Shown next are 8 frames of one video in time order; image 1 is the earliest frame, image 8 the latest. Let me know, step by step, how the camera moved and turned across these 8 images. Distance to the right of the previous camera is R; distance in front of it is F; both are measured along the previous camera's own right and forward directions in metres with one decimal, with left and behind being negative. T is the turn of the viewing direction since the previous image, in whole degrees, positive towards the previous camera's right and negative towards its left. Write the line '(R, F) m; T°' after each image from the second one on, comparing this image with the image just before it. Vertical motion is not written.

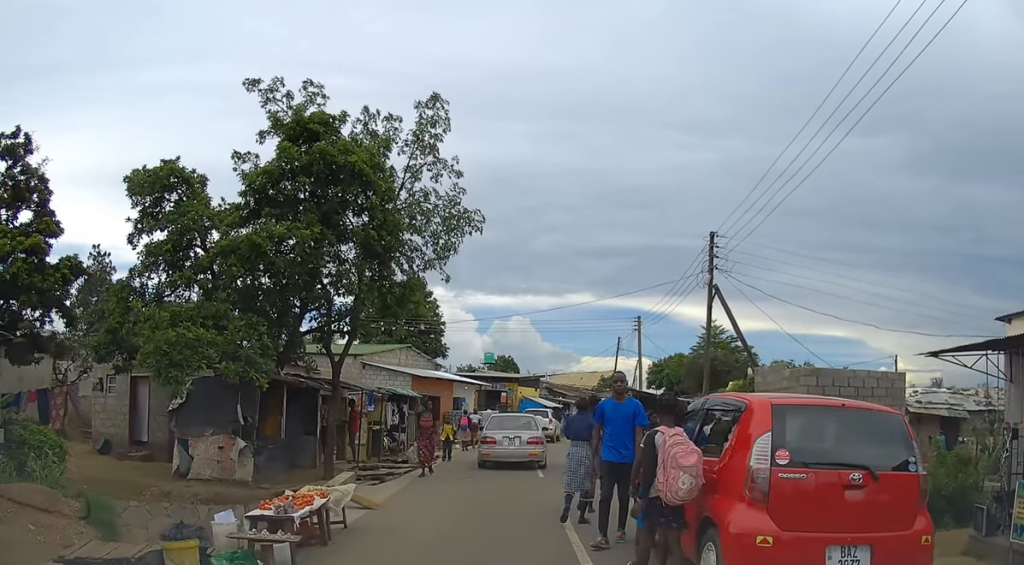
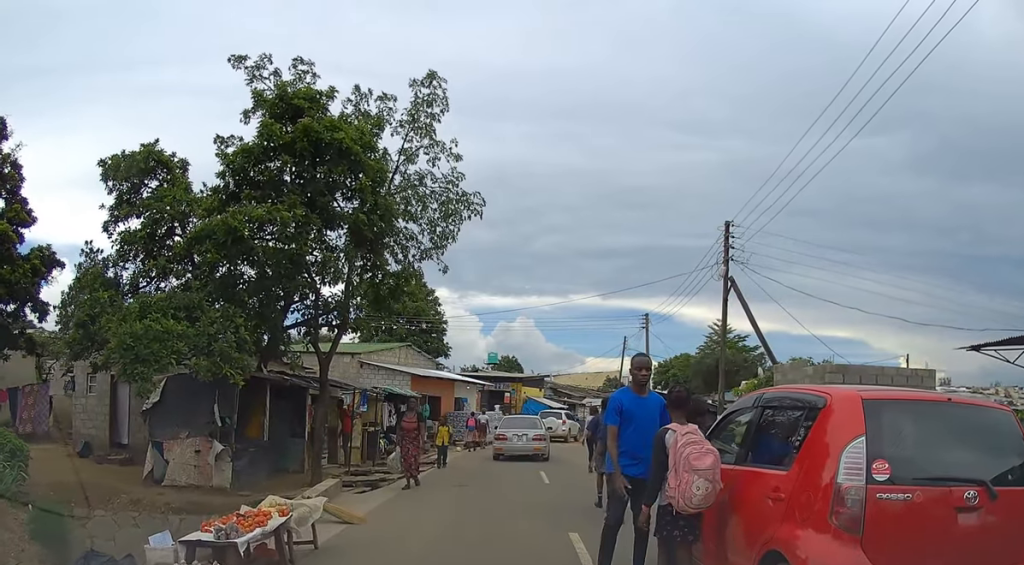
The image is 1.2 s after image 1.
(-0.2, +1.5) m; 0°
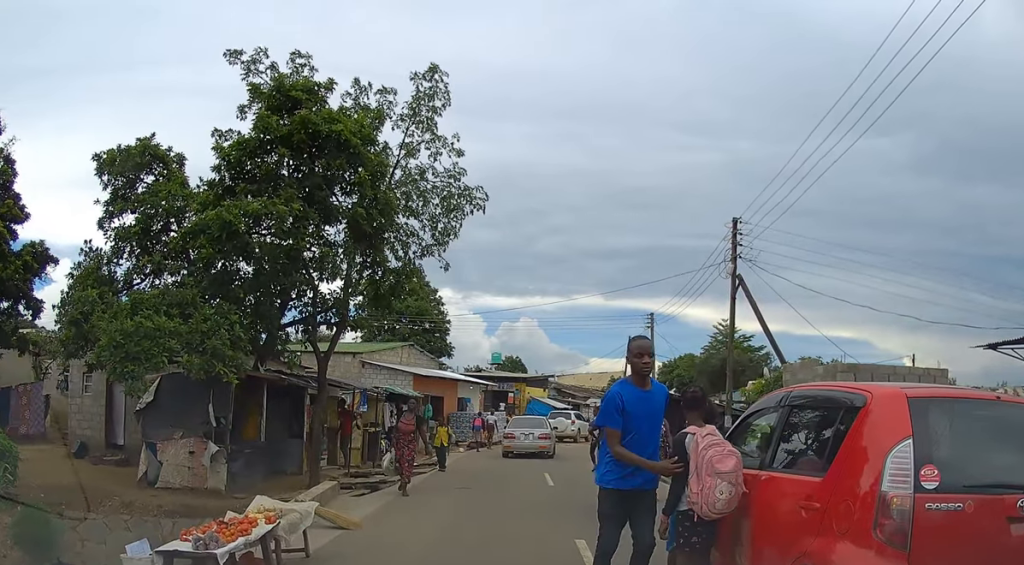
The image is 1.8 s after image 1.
(0.0, +0.5) m; 0°
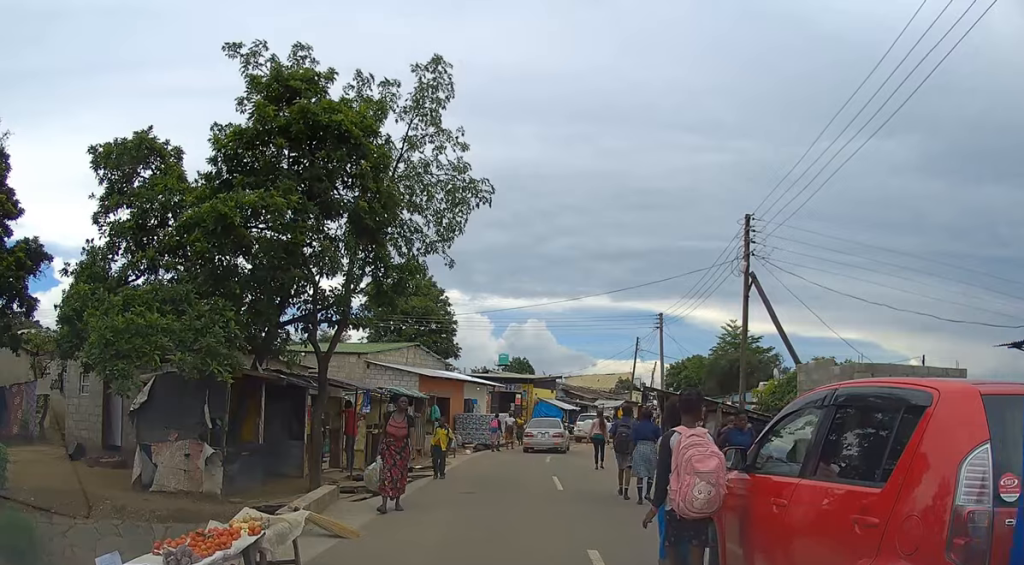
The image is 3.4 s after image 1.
(-0.2, +0.9) m; 0°
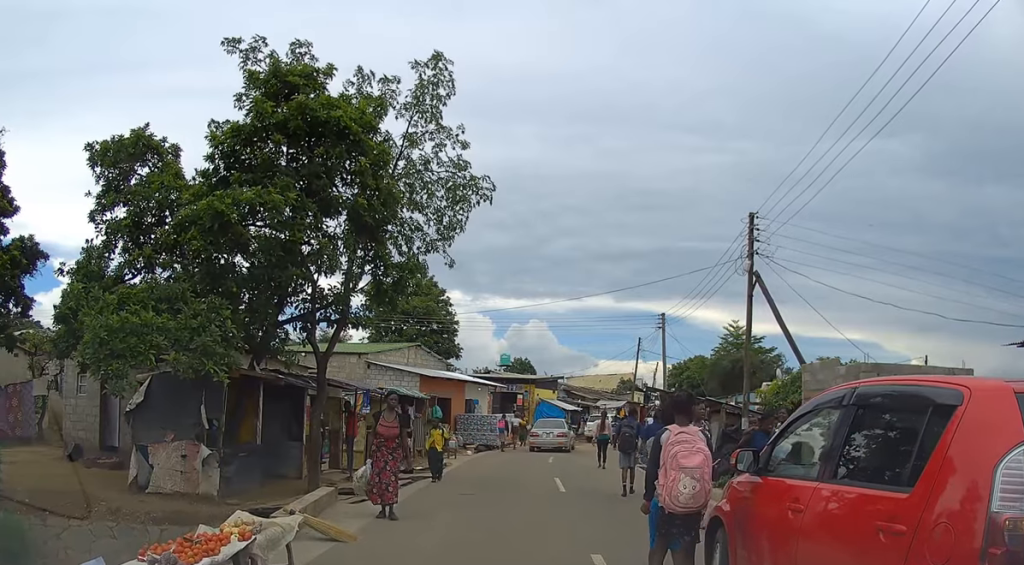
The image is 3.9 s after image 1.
(0.0, +0.2) m; 0°
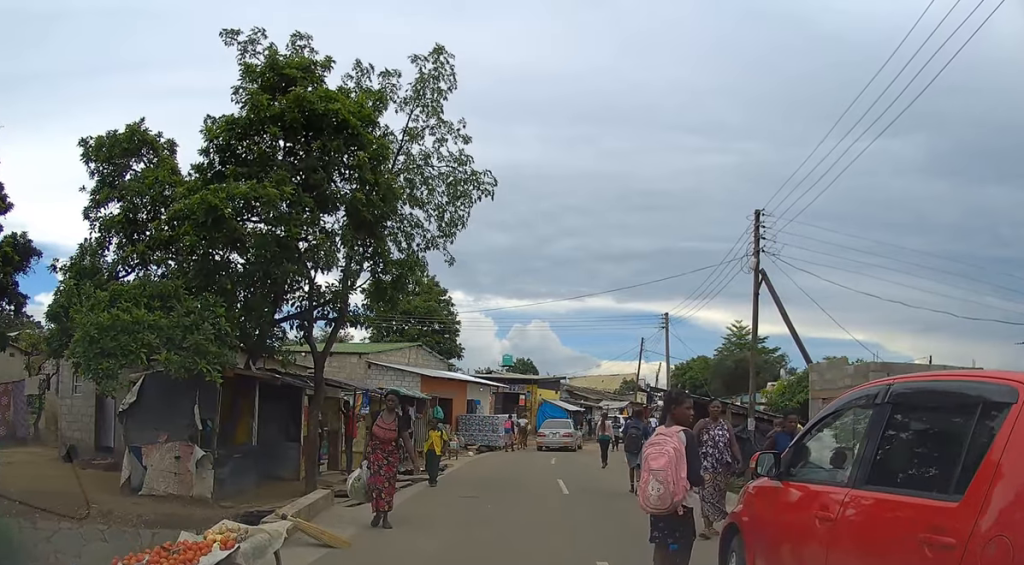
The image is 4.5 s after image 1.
(0.0, +0.3) m; 0°
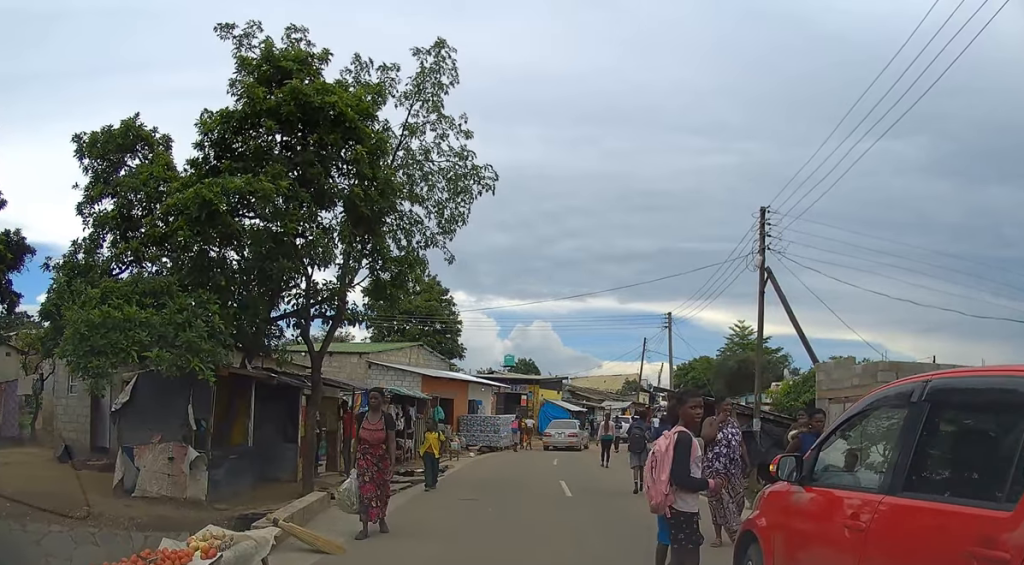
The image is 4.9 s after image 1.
(0.0, +0.2) m; 0°
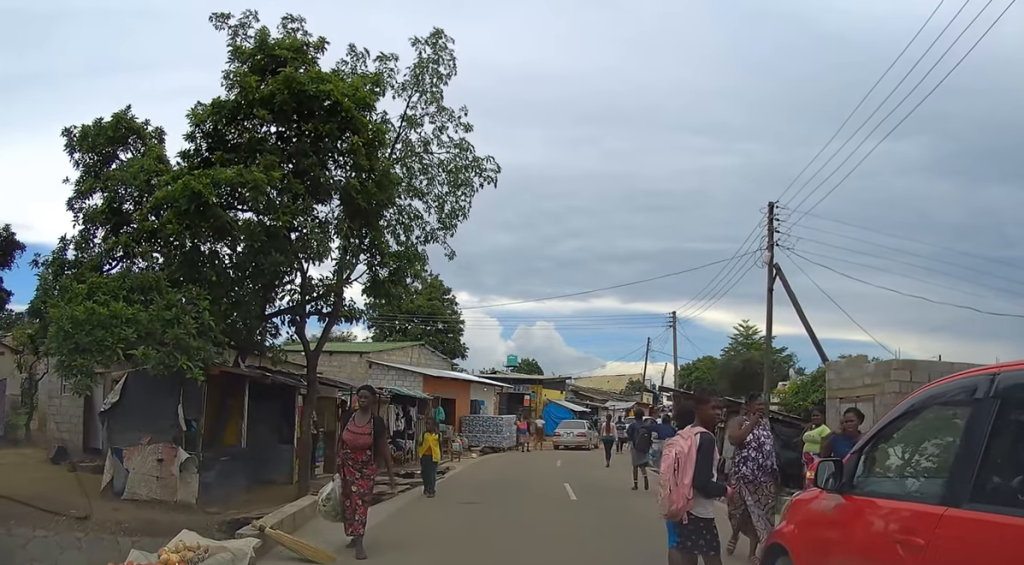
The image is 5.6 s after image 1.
(0.0, +0.4) m; 0°
